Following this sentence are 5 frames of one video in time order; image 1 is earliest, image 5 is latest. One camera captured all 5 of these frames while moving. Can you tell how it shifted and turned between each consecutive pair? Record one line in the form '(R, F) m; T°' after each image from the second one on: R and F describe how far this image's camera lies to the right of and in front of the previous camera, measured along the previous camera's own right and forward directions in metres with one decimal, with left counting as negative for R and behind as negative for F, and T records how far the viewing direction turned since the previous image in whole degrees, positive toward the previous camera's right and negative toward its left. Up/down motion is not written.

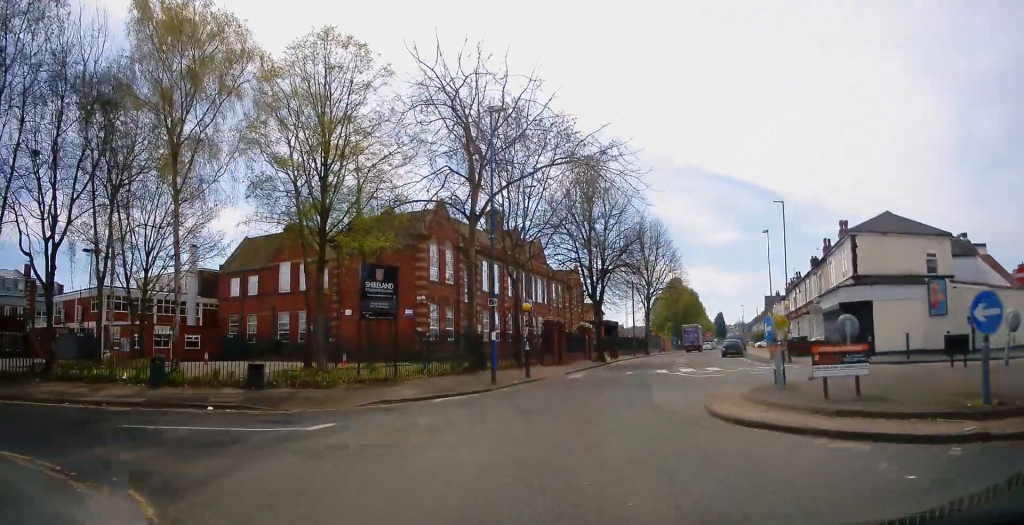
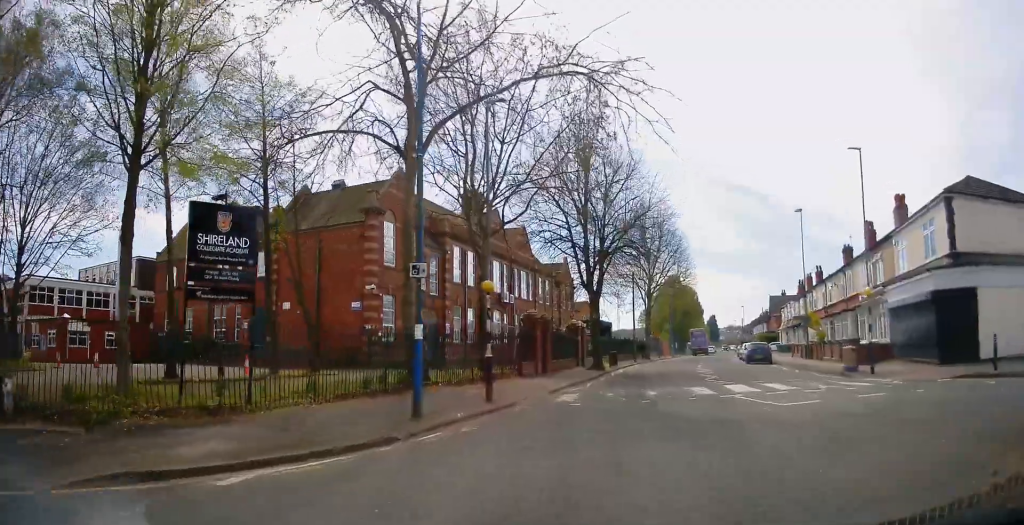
(+0.1, +10.6) m; +3°
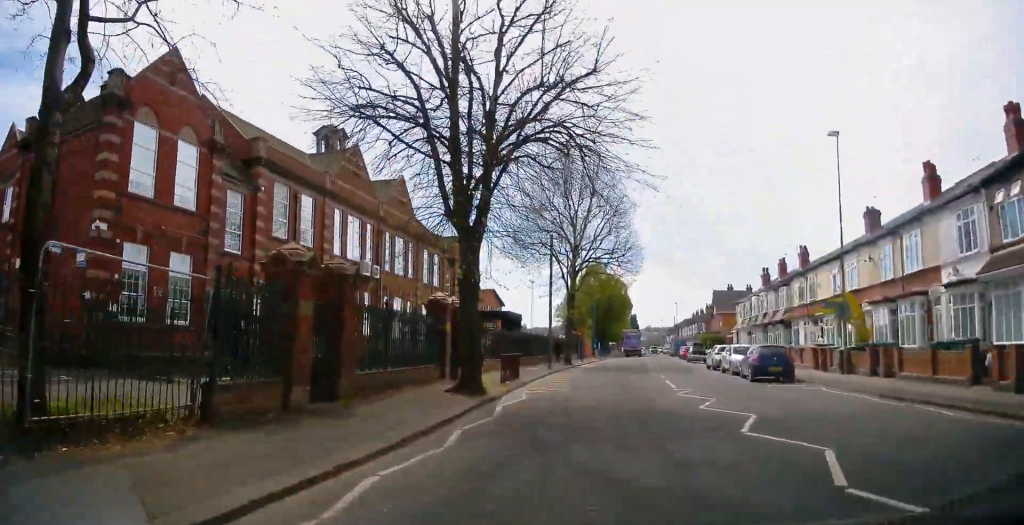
(+0.6, +17.7) m; +2°
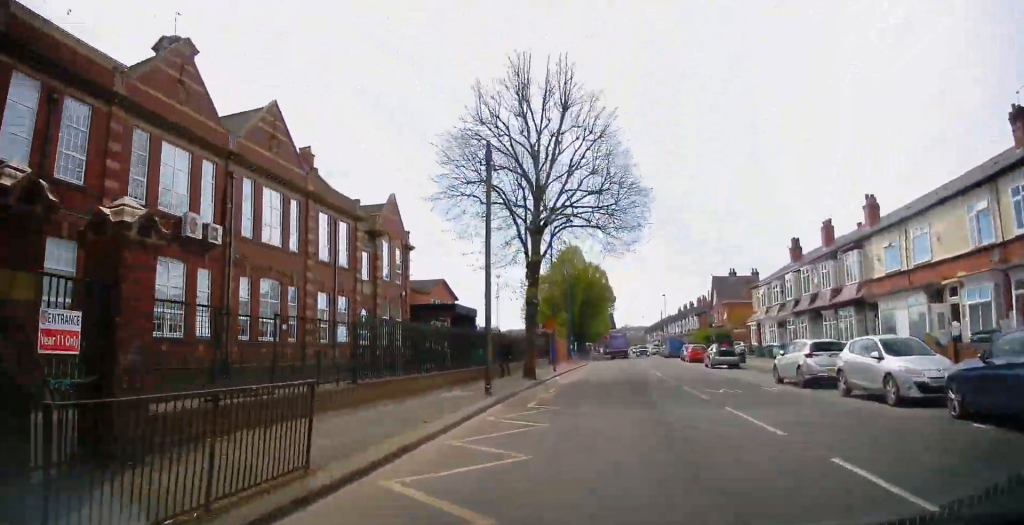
(+0.7, +16.4) m; +4°
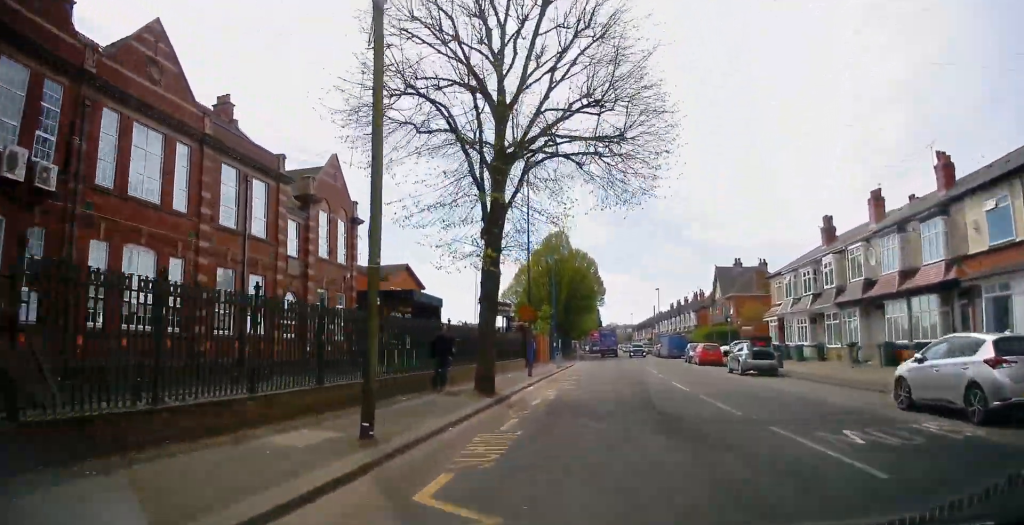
(+0.3, +9.0) m; 0°
